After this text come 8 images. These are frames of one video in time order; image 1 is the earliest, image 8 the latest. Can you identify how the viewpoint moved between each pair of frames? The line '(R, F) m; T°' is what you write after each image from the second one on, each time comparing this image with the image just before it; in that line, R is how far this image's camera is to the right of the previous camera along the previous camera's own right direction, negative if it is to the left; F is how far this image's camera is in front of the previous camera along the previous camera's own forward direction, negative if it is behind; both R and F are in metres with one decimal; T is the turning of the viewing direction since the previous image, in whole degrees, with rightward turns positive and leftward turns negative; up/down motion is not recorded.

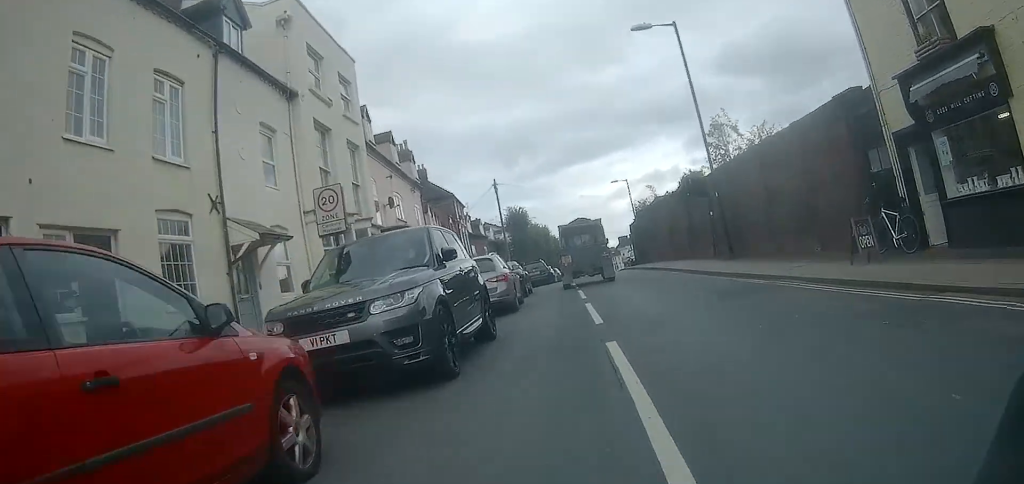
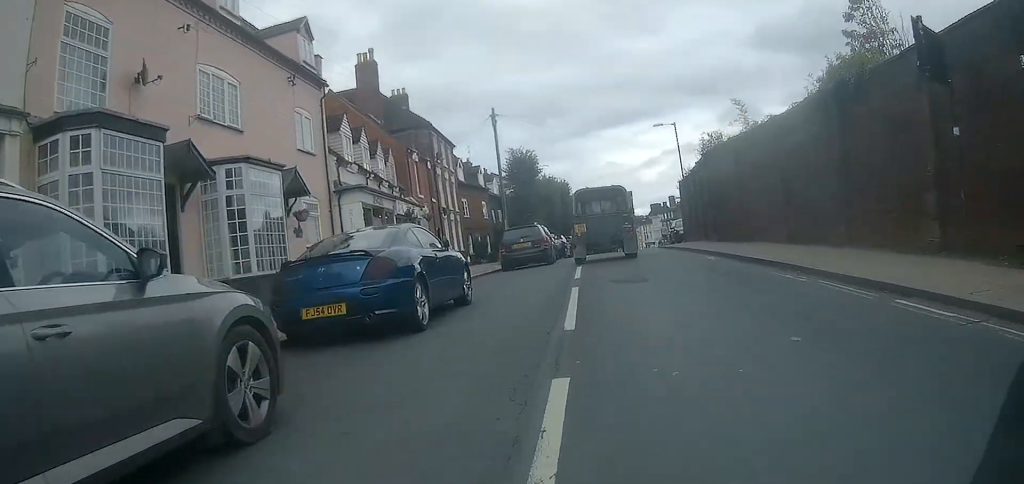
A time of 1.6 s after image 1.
(+0.3, +15.8) m; +4°
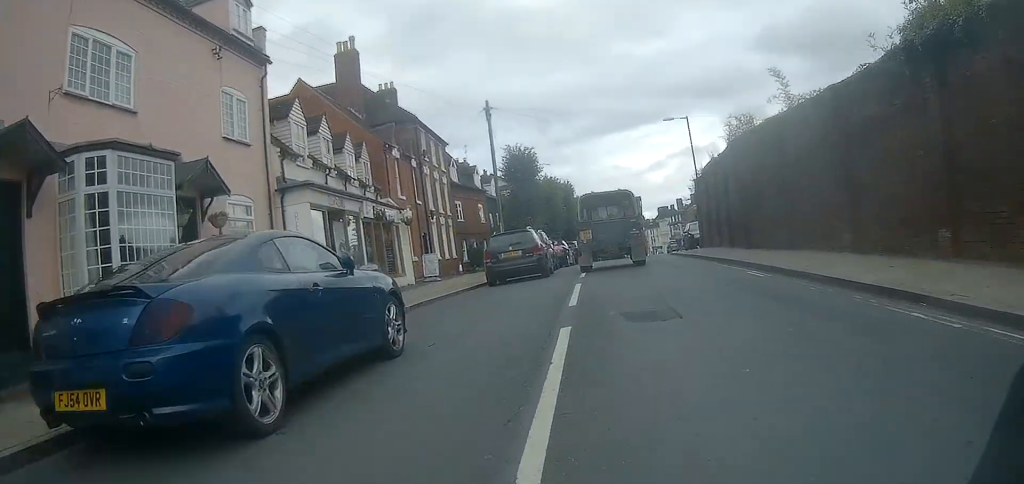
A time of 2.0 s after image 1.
(+0.1, +3.9) m; 0°
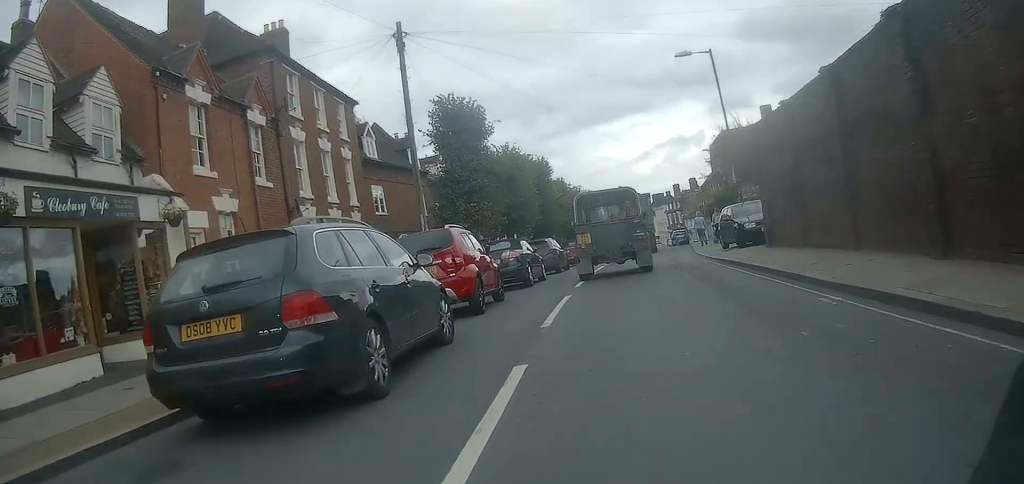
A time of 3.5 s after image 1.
(-0.1, +14.3) m; -1°
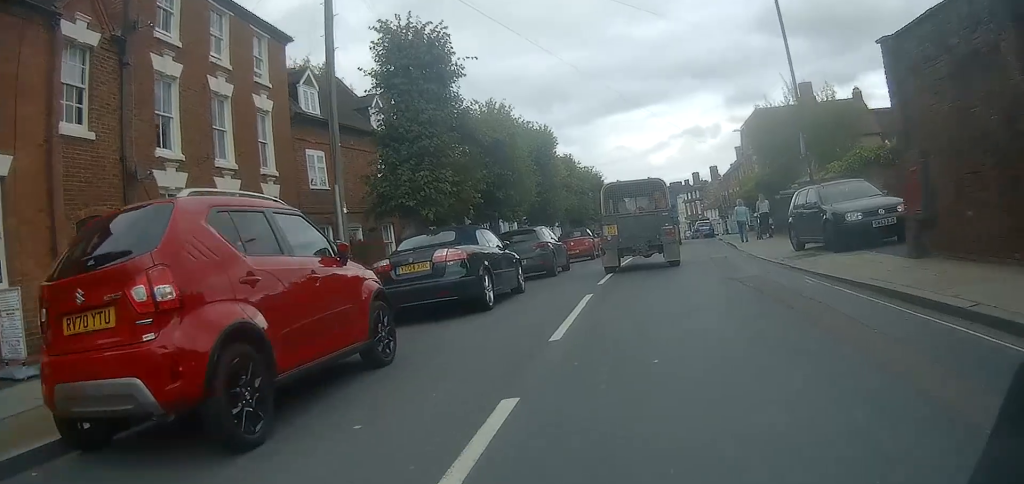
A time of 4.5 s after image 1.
(+0.1, +7.8) m; +2°
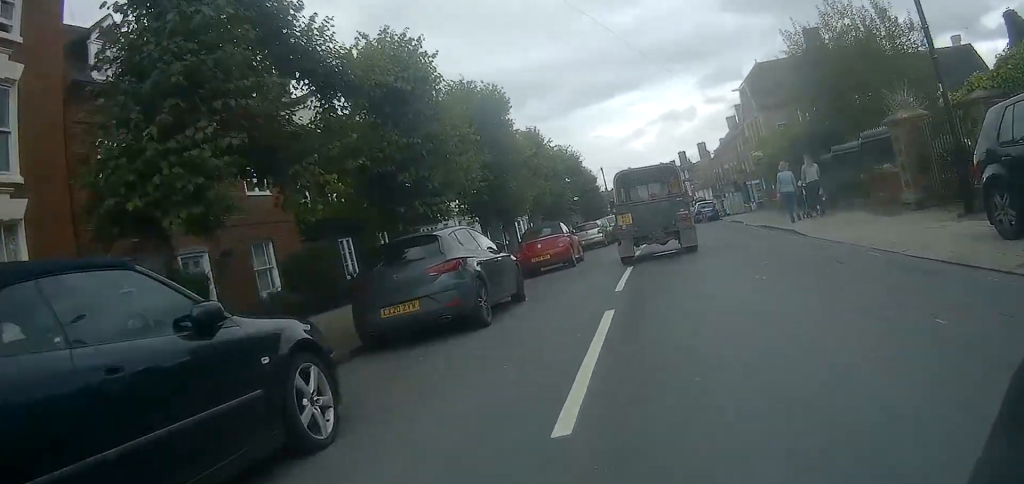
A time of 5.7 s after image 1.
(+0.2, +8.8) m; 0°
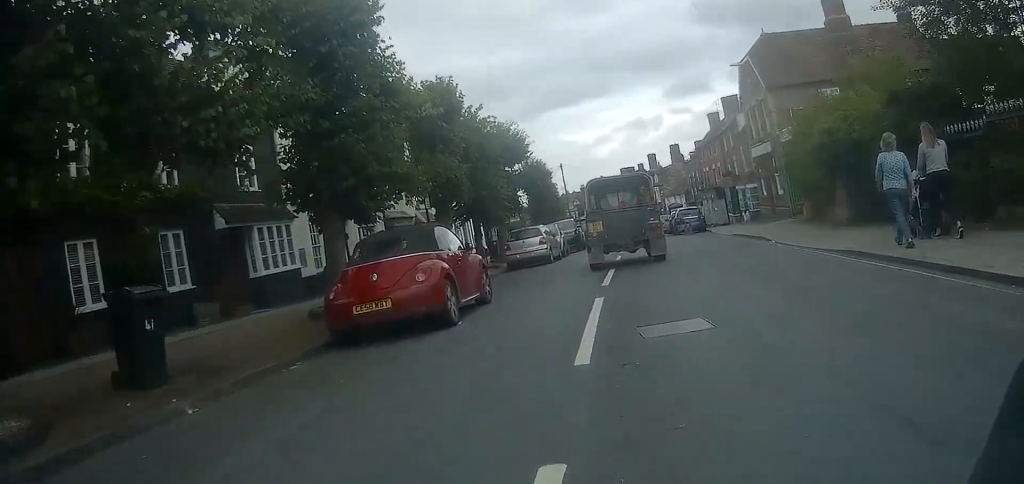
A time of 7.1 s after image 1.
(-0.1, +10.6) m; +1°
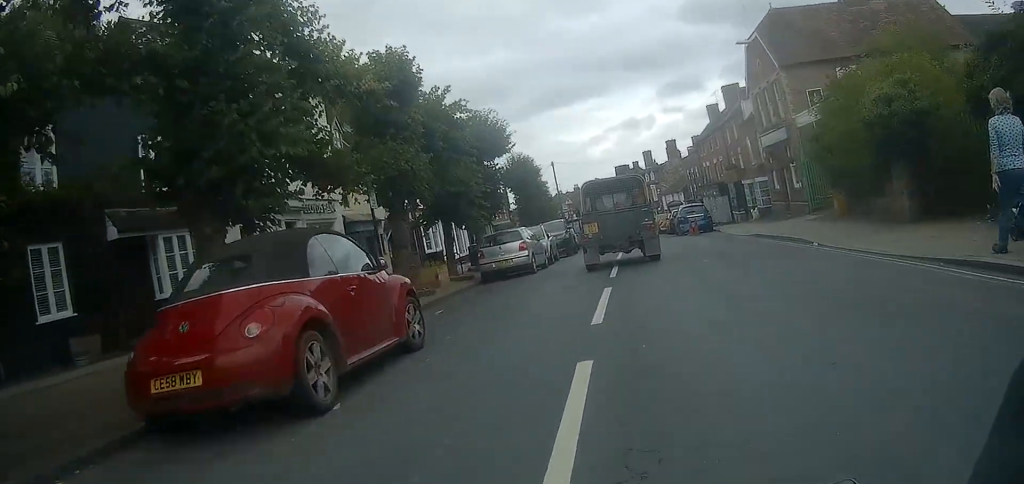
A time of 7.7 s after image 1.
(0.0, +4.2) m; +1°
